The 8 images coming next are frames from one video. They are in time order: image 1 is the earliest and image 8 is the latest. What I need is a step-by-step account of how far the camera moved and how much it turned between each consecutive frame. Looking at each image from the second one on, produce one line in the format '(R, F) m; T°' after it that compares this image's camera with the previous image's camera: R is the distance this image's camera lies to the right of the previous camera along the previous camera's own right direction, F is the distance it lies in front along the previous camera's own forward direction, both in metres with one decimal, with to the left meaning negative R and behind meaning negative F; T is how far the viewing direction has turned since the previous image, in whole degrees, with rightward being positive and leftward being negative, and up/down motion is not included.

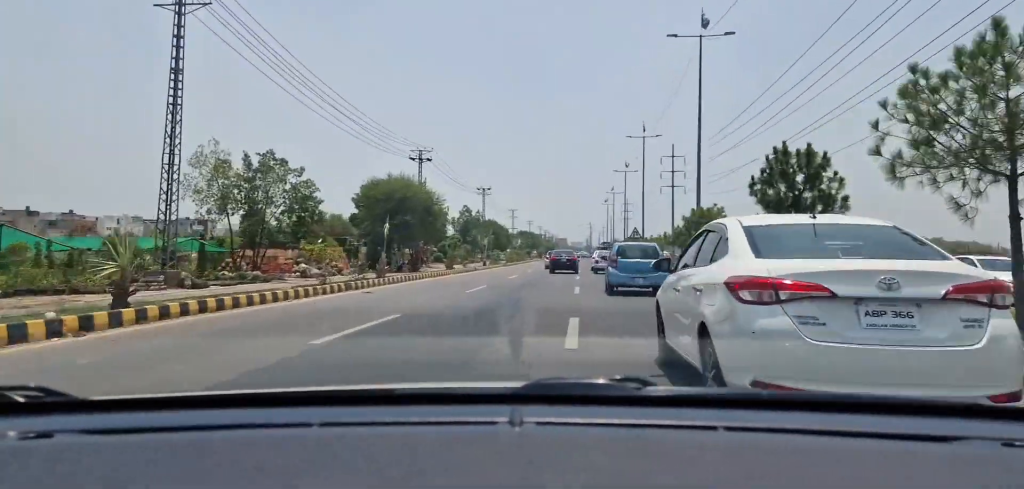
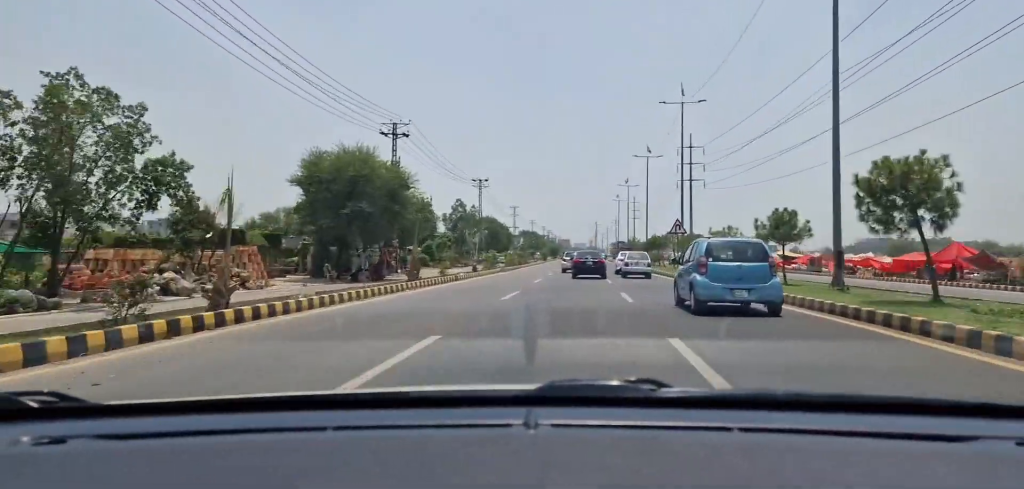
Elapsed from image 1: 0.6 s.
(-0.3, +15.1) m; 0°
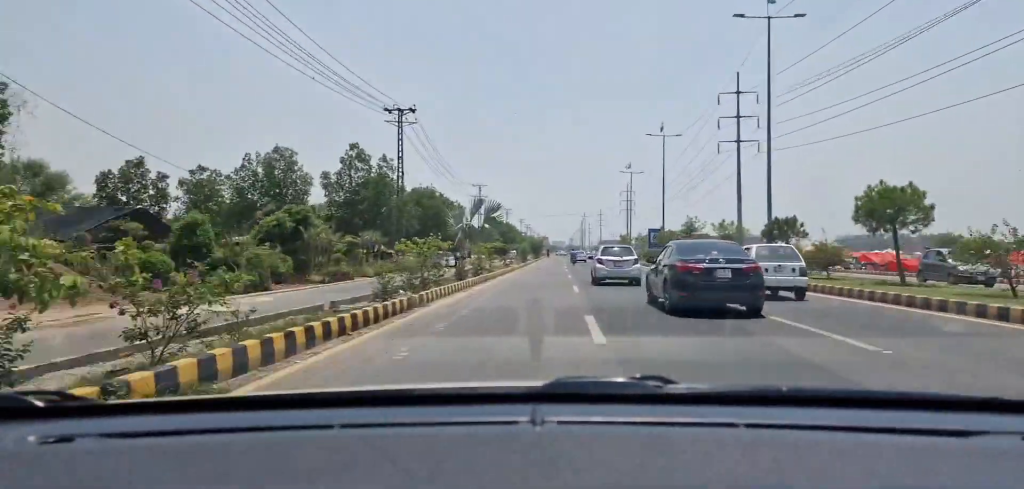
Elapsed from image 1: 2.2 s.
(+0.4, +45.4) m; +1°
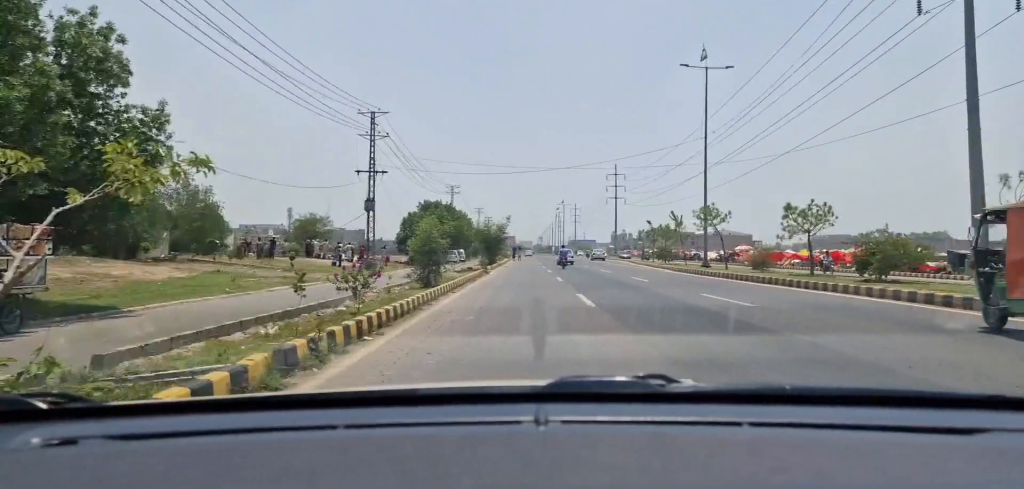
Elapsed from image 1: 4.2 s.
(+1.1, +55.0) m; +3°
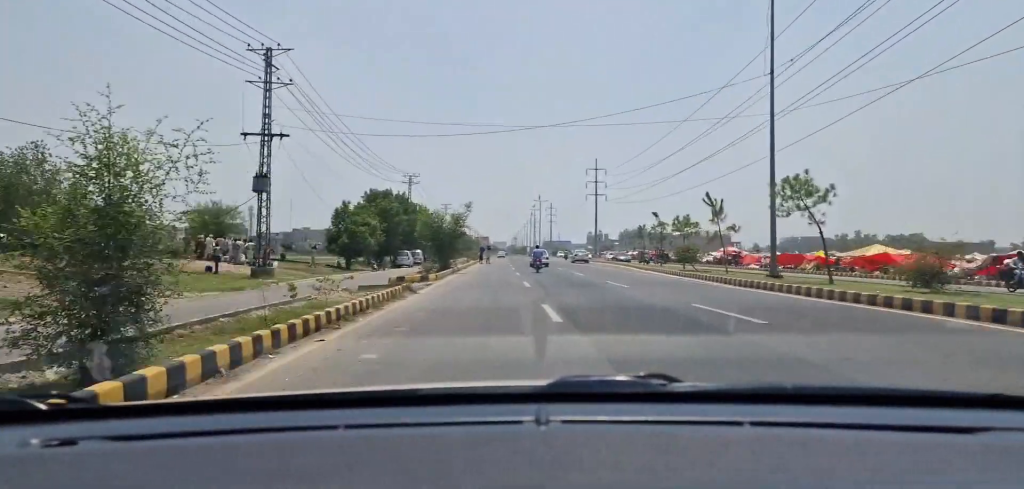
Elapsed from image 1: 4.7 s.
(+0.1, +15.1) m; +2°
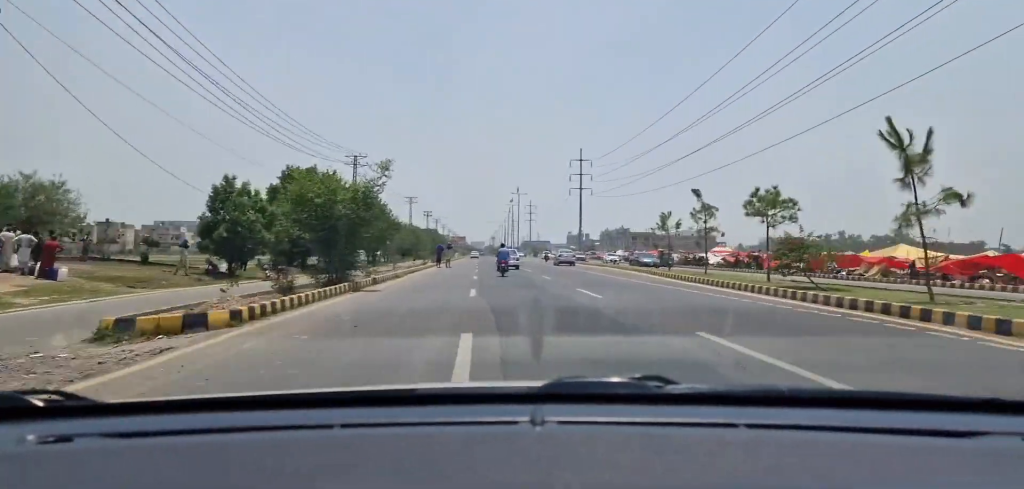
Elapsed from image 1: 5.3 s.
(+0.4, +18.2) m; +2°
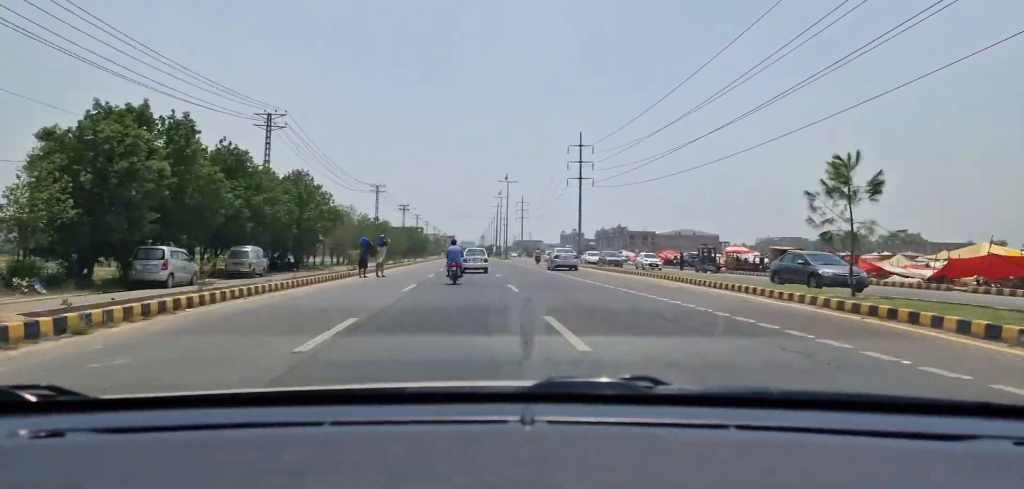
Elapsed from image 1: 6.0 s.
(+0.7, +21.5) m; +1°
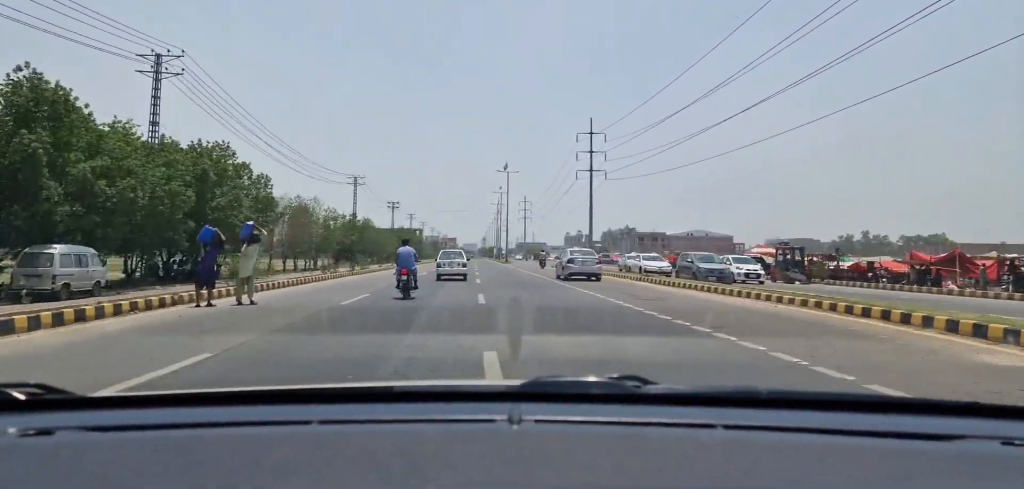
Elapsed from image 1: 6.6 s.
(-0.2, +16.7) m; -1°
